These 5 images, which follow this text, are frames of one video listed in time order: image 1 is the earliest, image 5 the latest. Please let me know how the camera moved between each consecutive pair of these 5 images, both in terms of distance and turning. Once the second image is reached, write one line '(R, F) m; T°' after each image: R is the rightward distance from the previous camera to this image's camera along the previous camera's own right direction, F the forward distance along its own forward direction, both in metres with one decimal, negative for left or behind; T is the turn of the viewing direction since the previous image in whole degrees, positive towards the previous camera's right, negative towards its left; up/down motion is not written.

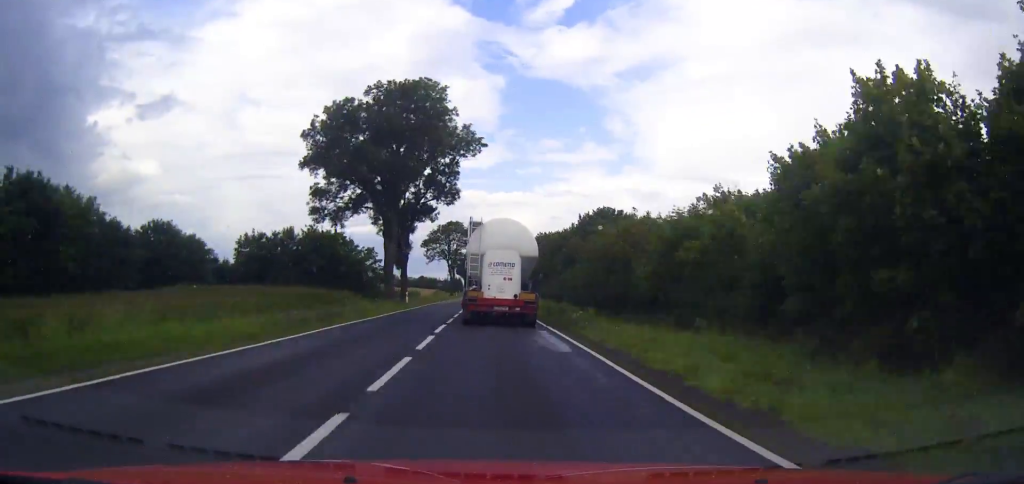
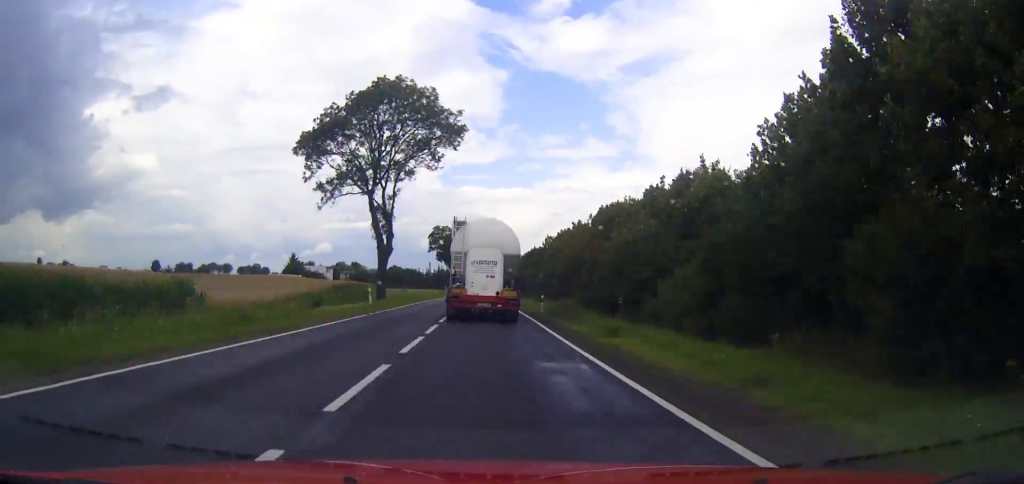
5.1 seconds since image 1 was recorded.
(0.0, +116.2) m; 0°
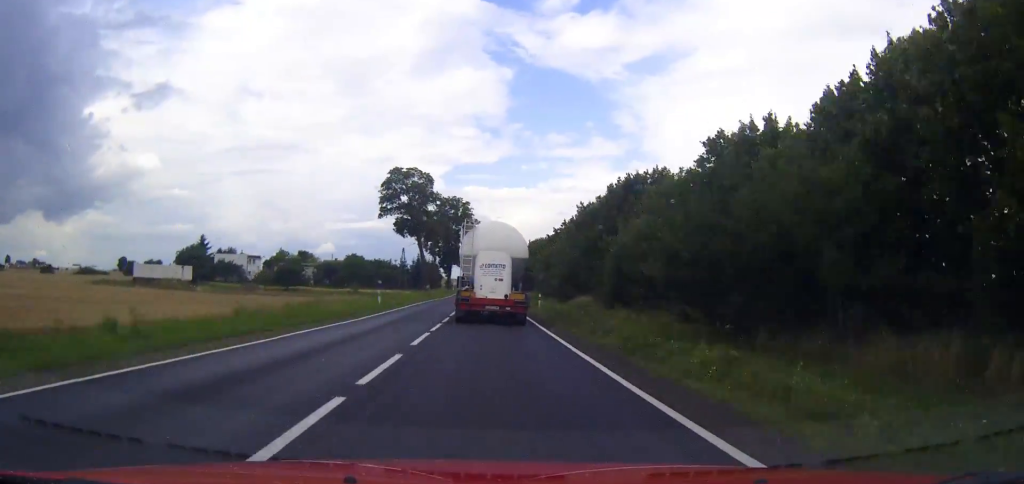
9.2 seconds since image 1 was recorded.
(-0.1, +94.3) m; 0°
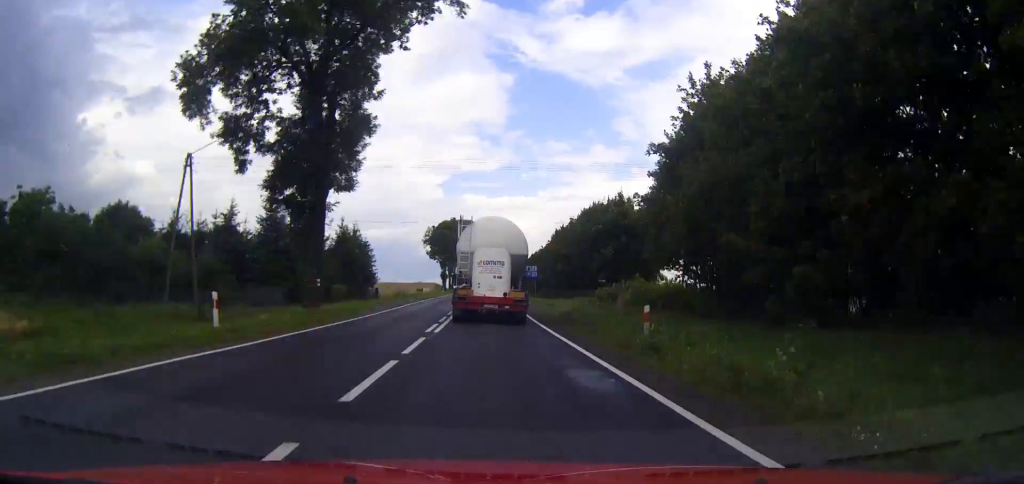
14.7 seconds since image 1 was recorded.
(0.0, +126.8) m; 0°
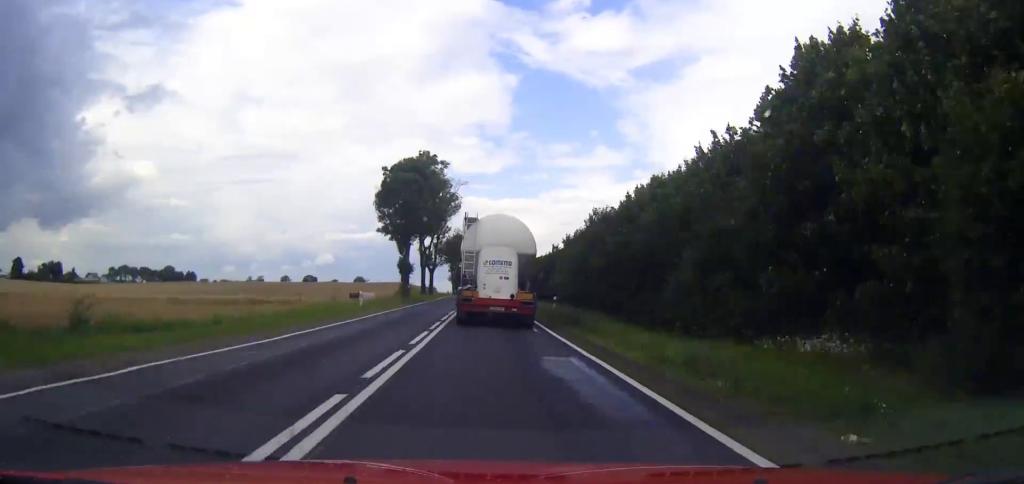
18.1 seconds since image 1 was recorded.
(0.0, +77.3) m; 0°
